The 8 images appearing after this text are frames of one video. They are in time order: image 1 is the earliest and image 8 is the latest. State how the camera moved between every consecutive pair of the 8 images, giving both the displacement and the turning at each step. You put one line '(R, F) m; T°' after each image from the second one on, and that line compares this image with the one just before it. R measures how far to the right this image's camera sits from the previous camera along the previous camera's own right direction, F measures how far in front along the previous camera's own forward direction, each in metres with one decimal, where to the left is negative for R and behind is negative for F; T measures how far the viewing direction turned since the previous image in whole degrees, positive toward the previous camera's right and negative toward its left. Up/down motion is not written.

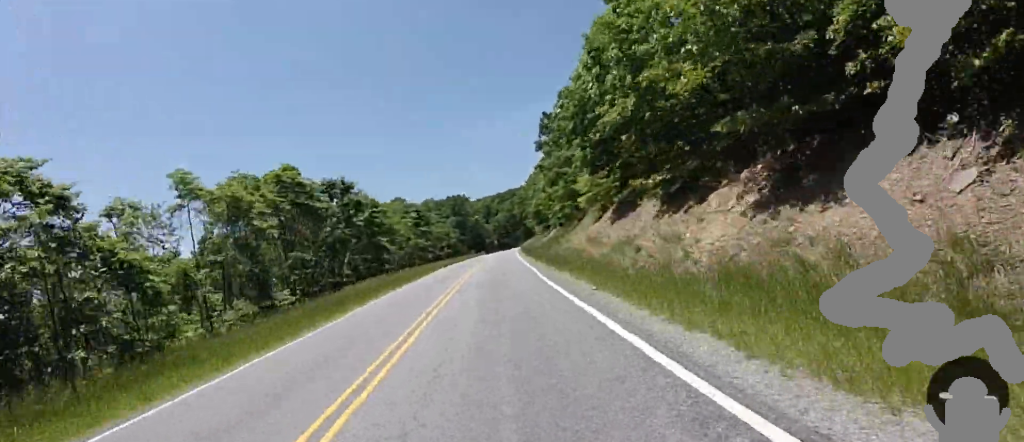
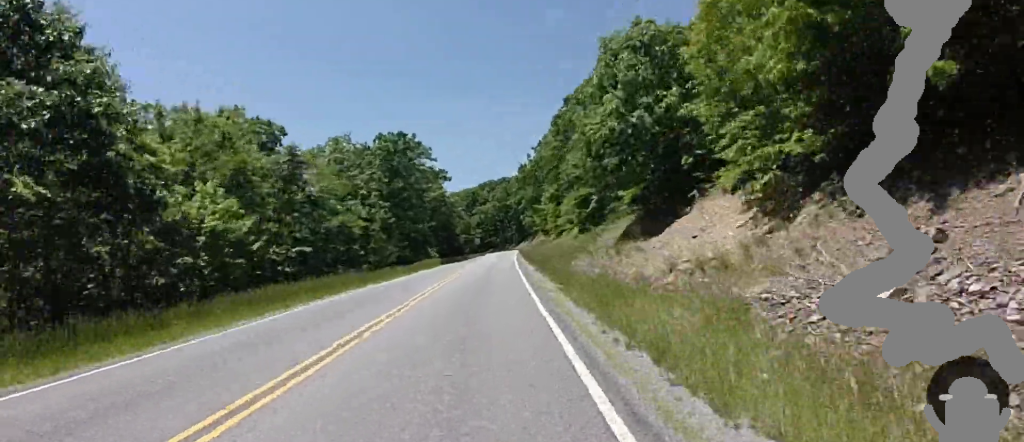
(+1.3, +49.3) m; +3°
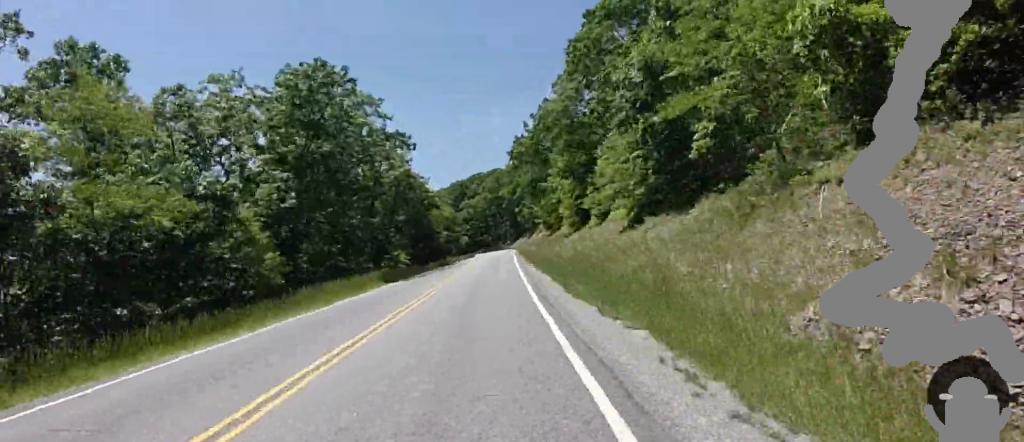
(0.0, +20.8) m; +1°
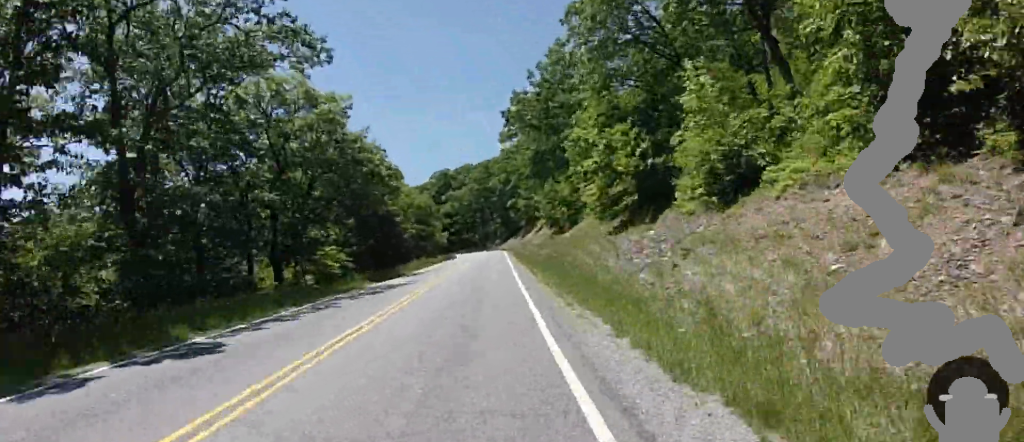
(+0.5, +19.5) m; -1°
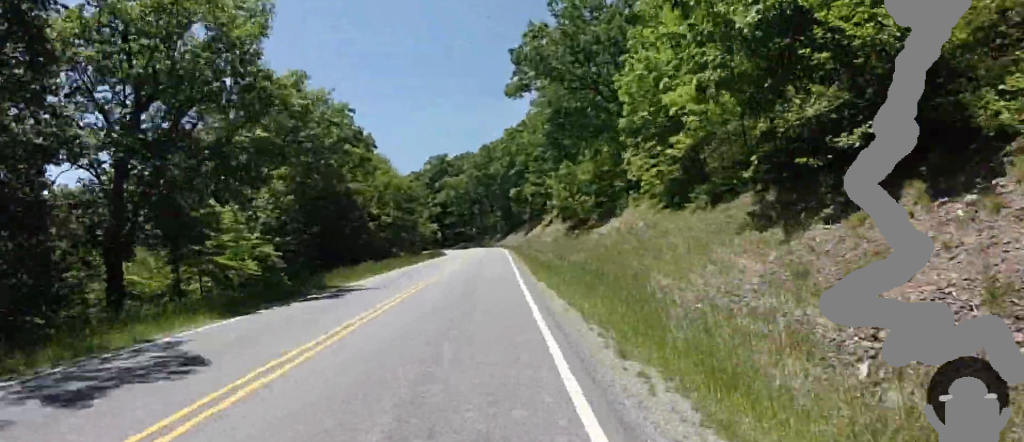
(-0.2, +12.6) m; -1°
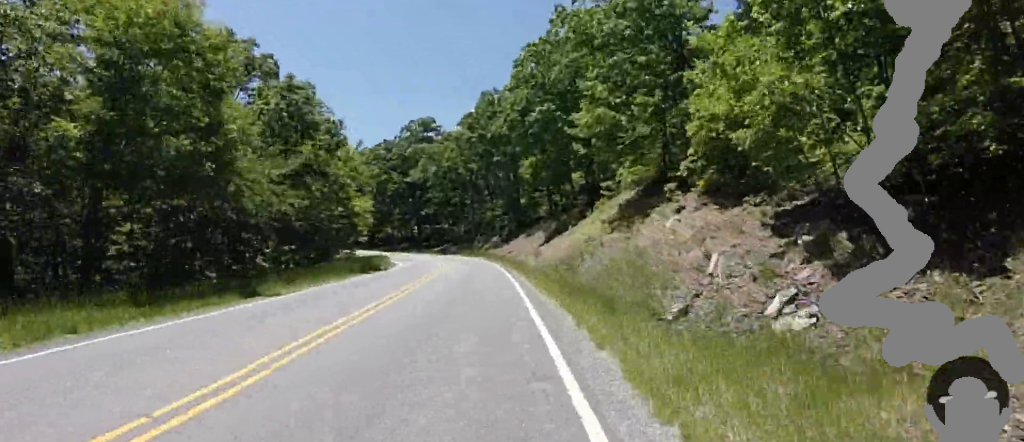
(-1.3, +34.3) m; -5°
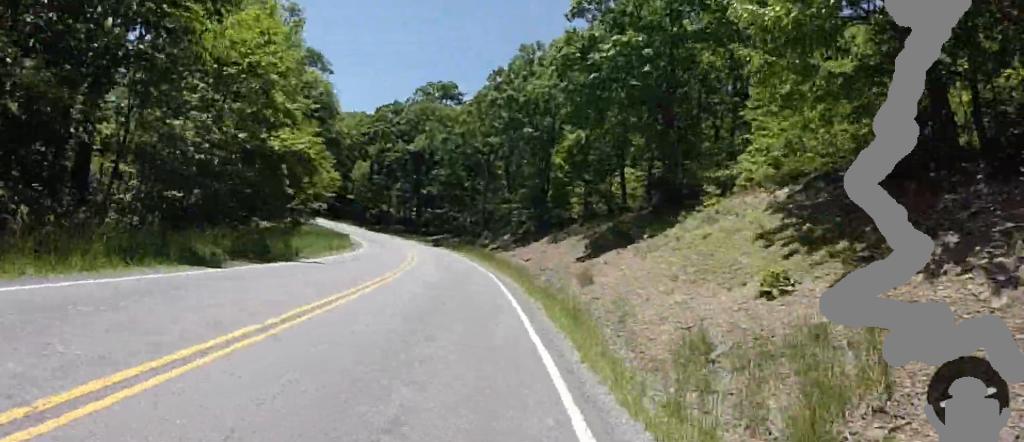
(-0.5, +14.5) m; -4°
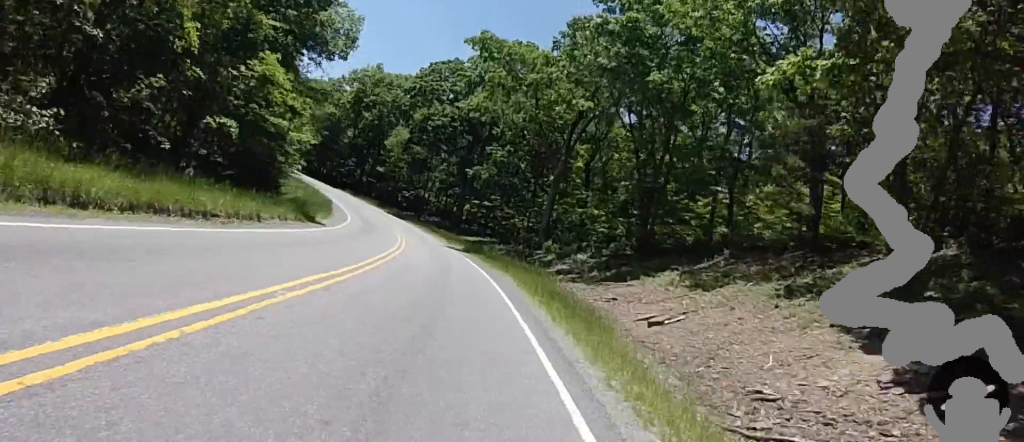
(-0.9, +18.0) m; -7°
